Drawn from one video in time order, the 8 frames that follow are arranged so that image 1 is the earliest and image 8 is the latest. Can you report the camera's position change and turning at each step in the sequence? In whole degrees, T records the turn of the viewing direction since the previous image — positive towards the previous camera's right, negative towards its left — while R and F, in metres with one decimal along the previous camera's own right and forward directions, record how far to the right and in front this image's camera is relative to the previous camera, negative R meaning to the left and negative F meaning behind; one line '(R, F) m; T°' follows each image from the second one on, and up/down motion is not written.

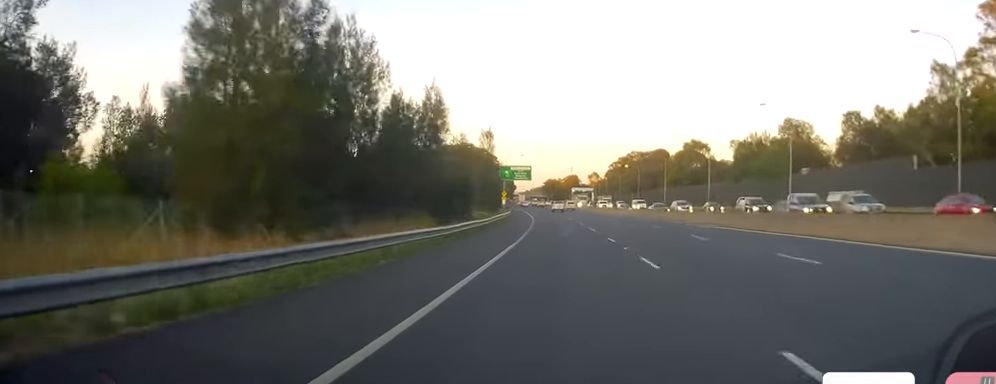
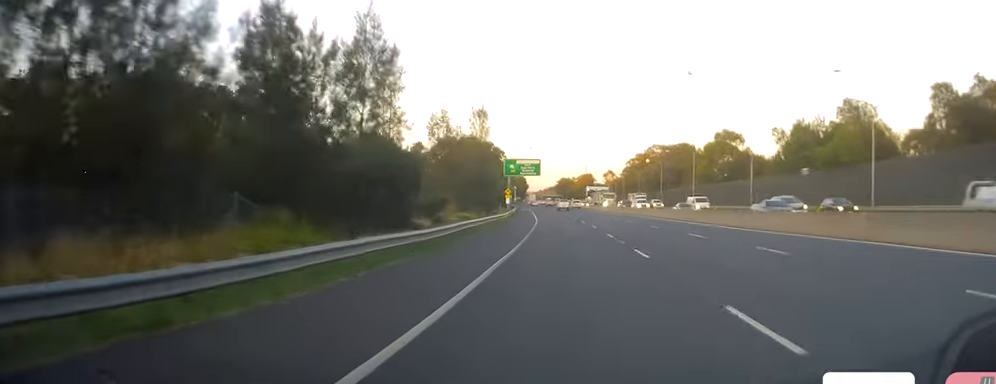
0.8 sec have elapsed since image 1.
(0.0, +20.9) m; -1°
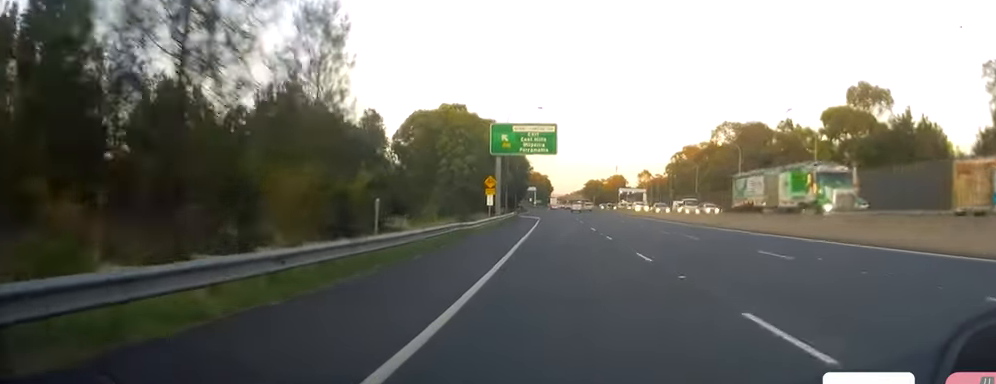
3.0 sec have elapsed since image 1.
(-1.1, +60.2) m; -2°
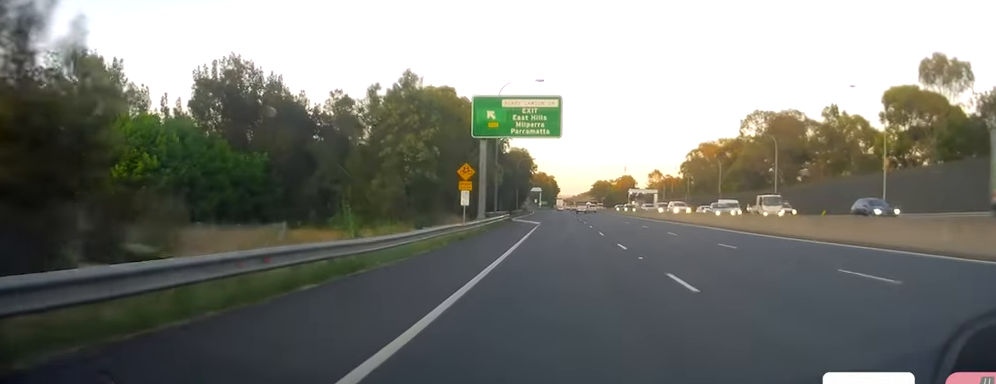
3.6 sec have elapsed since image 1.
(-0.3, +18.4) m; -1°
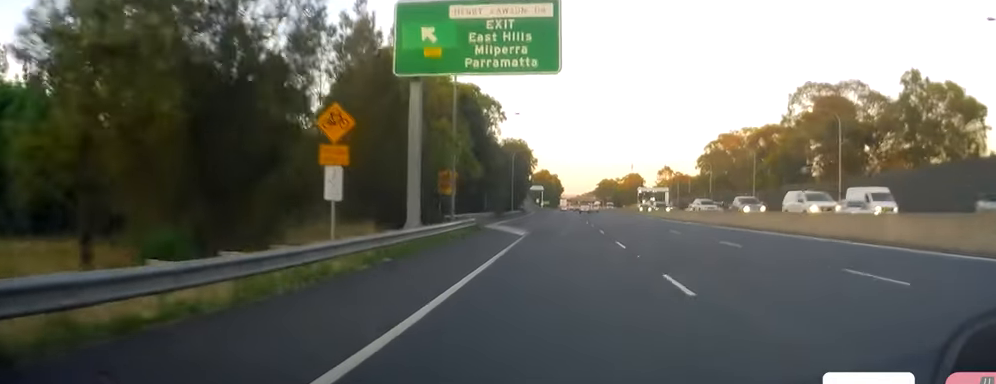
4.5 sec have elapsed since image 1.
(-0.5, +24.9) m; -1°
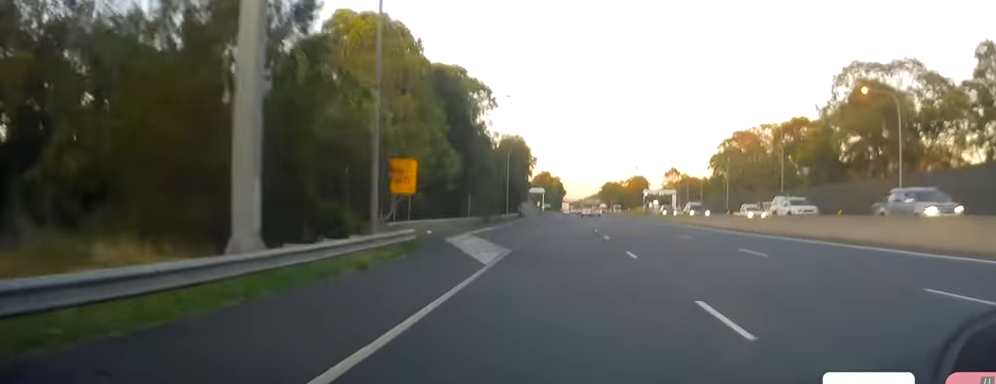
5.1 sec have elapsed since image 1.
(-0.2, +15.7) m; 0°
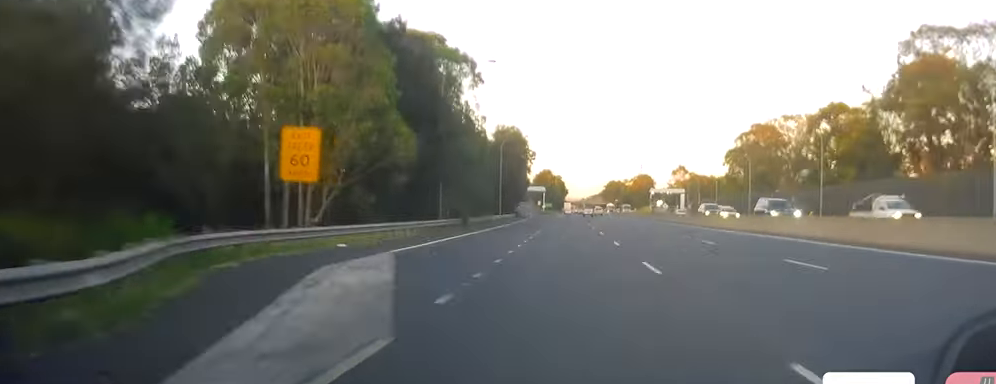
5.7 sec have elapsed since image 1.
(+0.2, +16.5) m; +1°
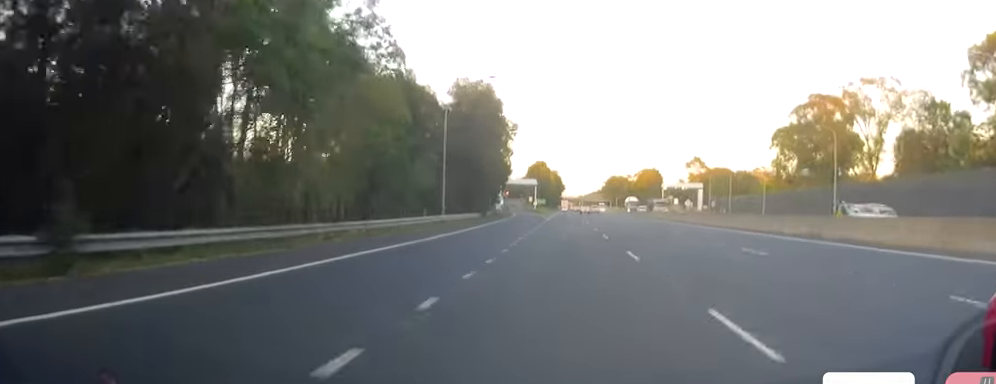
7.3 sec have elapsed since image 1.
(-0.1, +44.8) m; -1°
